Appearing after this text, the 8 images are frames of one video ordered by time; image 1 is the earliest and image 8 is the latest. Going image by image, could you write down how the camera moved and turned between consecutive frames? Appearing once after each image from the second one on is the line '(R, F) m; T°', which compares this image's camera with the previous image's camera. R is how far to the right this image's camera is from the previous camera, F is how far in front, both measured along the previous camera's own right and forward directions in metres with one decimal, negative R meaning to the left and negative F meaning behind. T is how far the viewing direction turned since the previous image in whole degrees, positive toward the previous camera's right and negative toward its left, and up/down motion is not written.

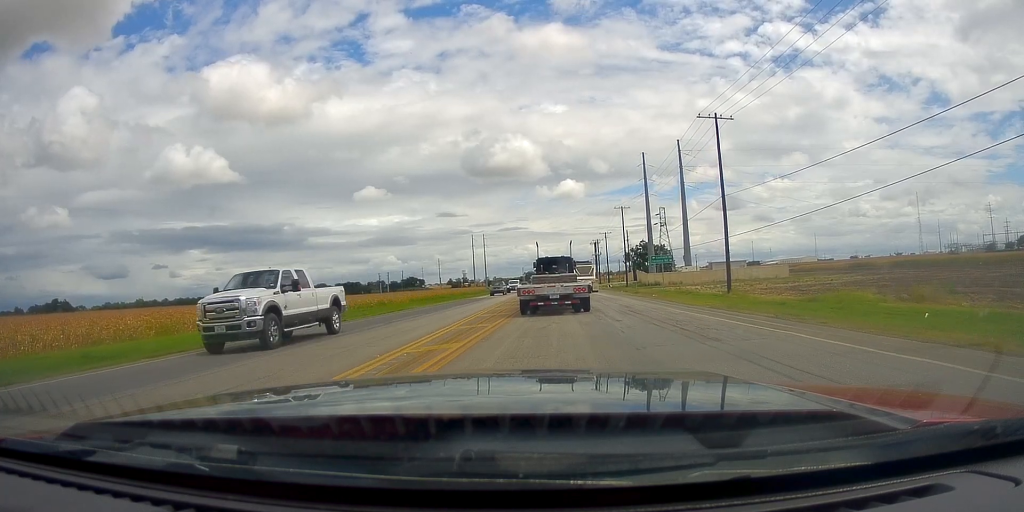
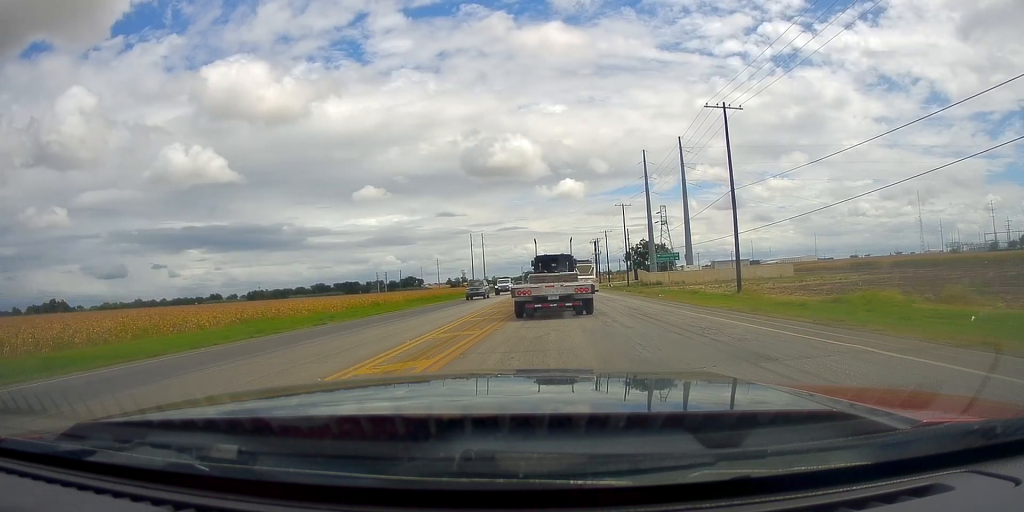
(0.0, +3.1) m; 0°
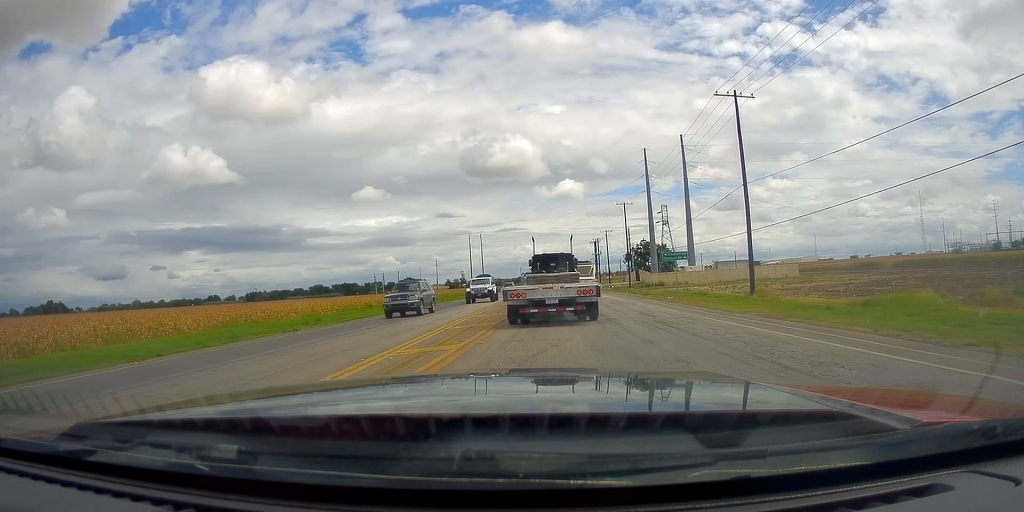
(0.0, +3.7) m; 0°
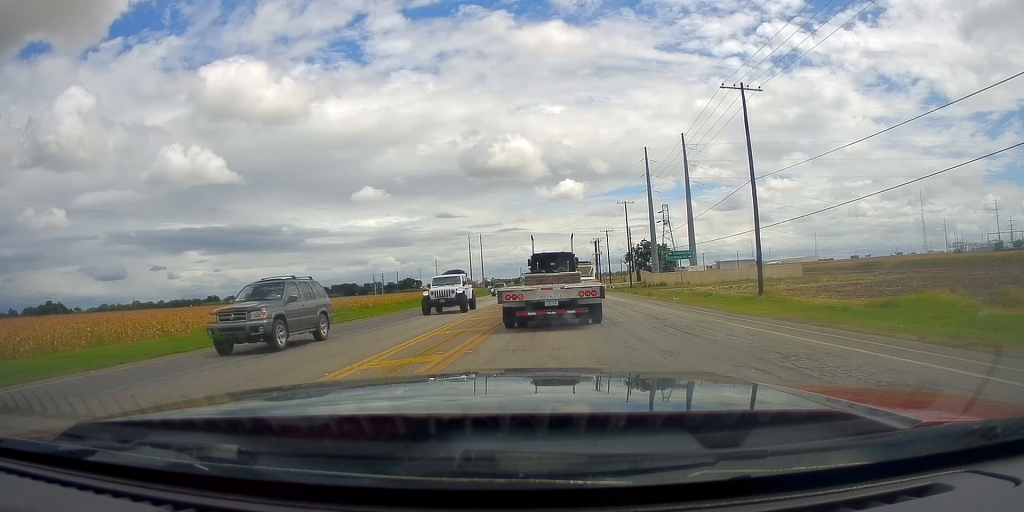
(0.0, +2.0) m; 0°
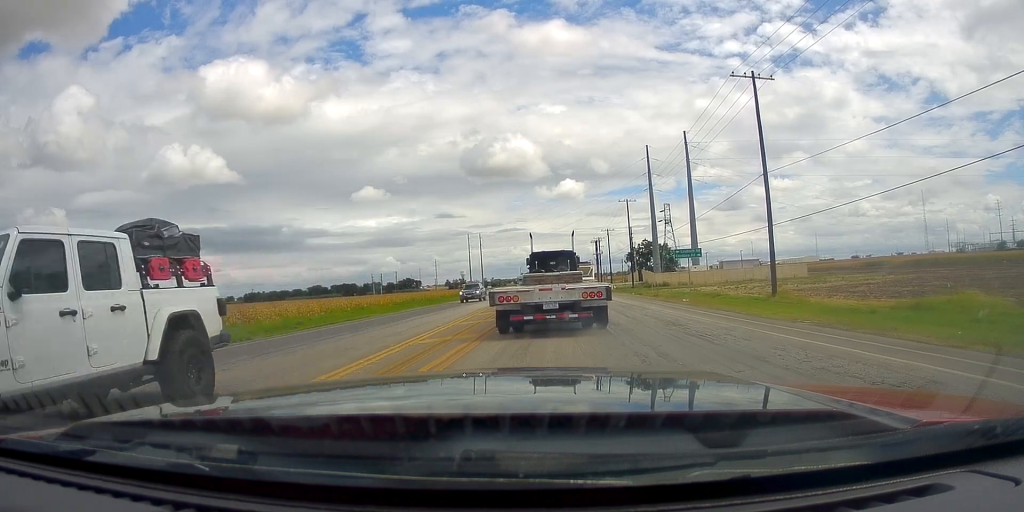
(0.0, +2.7) m; 0°
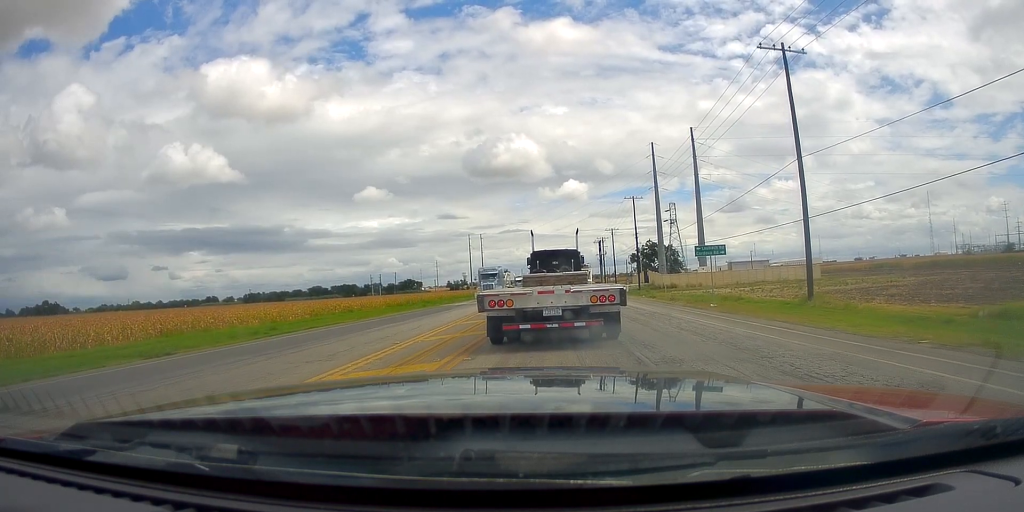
(0.0, +6.6) m; 0°
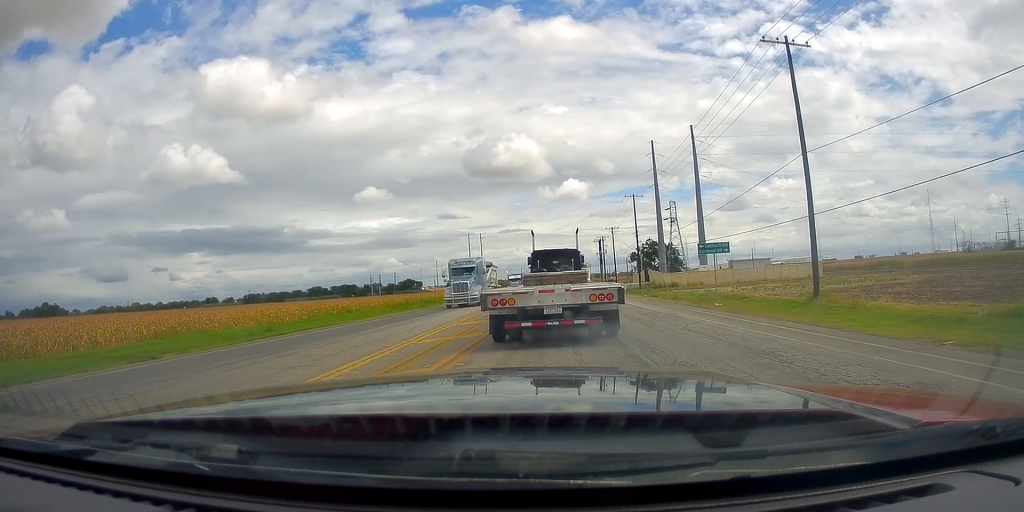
(0.0, +1.2) m; 0°
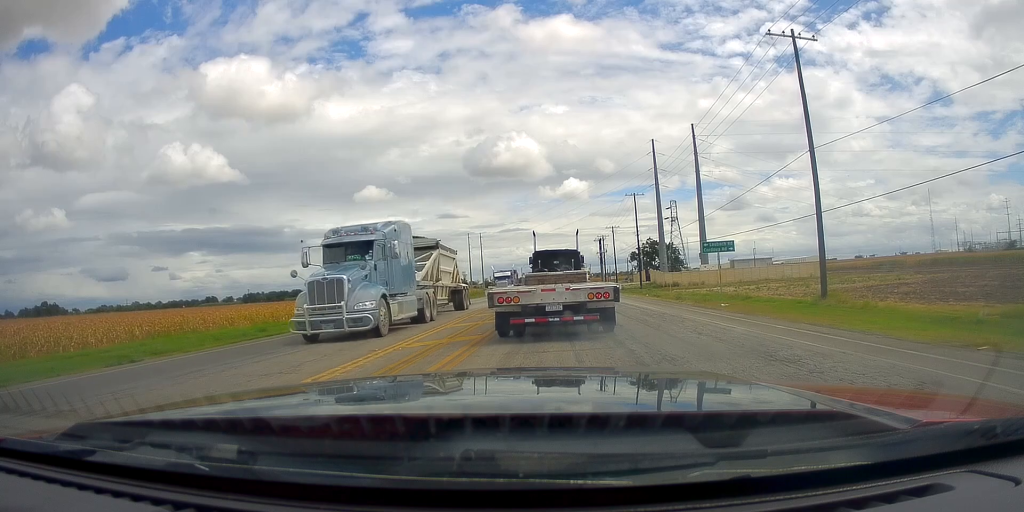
(0.0, +1.2) m; 0°
